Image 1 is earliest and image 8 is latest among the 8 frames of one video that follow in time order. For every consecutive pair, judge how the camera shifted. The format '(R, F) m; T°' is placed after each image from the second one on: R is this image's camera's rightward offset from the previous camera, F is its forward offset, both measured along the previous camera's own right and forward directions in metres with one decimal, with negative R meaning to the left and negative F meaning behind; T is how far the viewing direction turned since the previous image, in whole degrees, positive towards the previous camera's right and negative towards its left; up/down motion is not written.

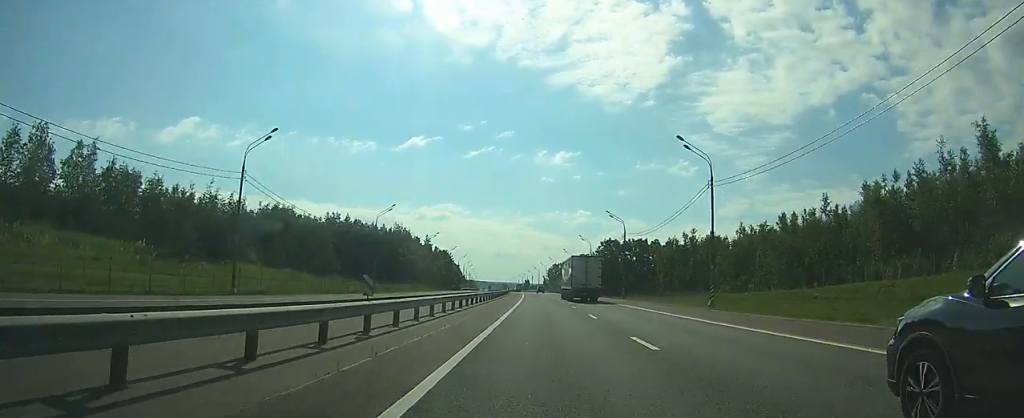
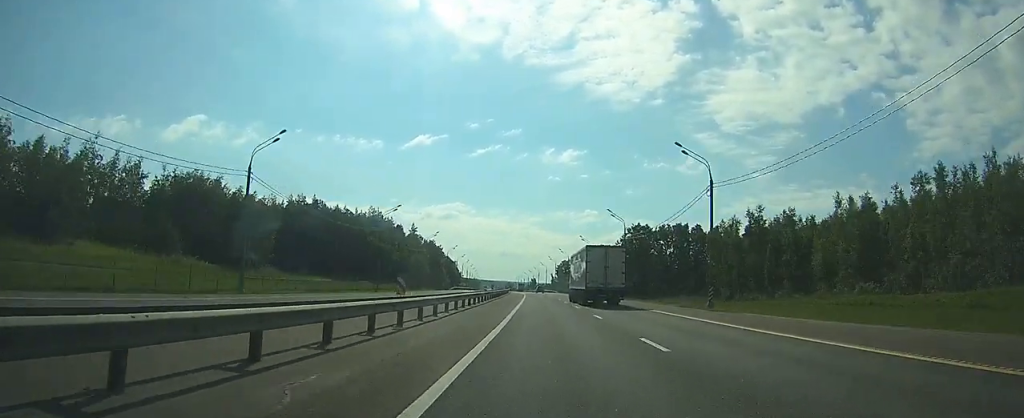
(-0.5, +36.1) m; -1°
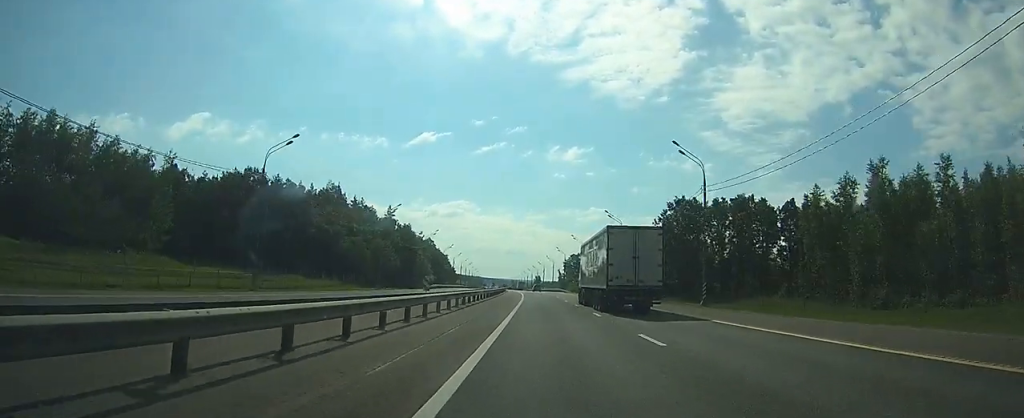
(-0.3, +34.9) m; -1°
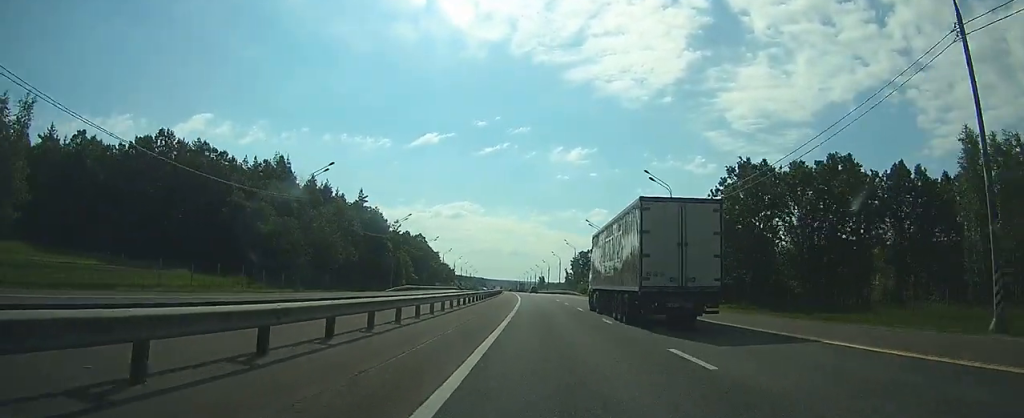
(-0.2, +27.4) m; 0°
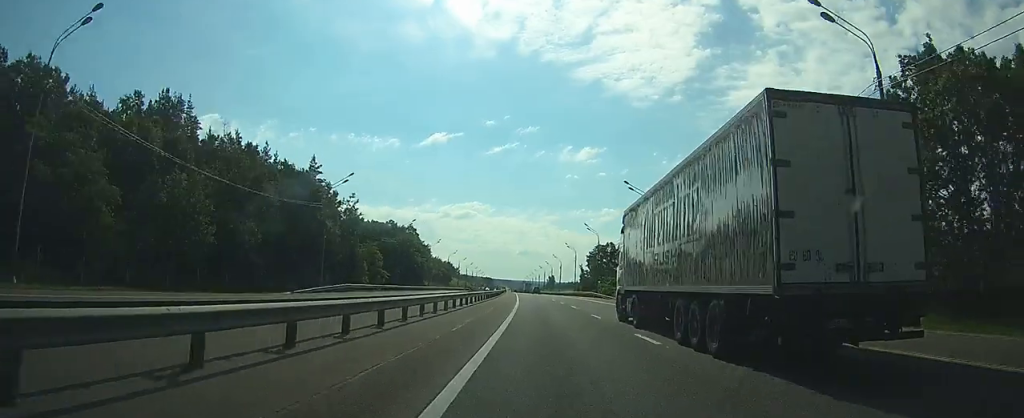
(-0.1, +31.5) m; -1°
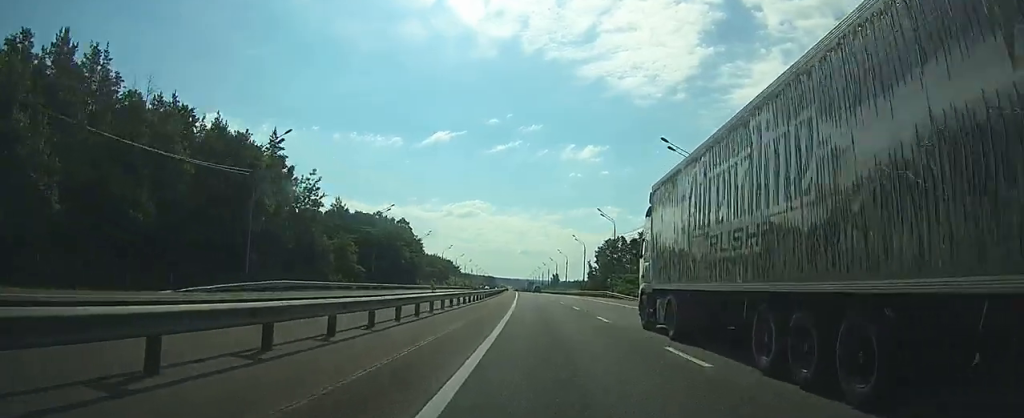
(0.0, +15.7) m; 0°
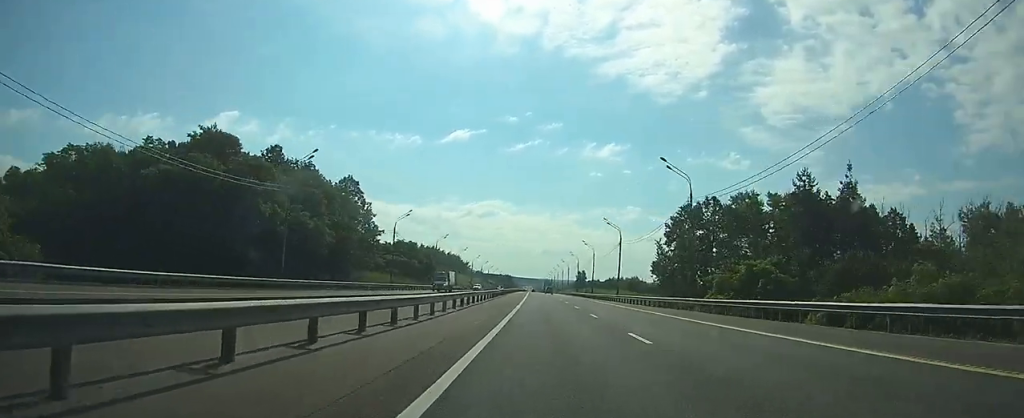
(-1.5, +67.0) m; -2°
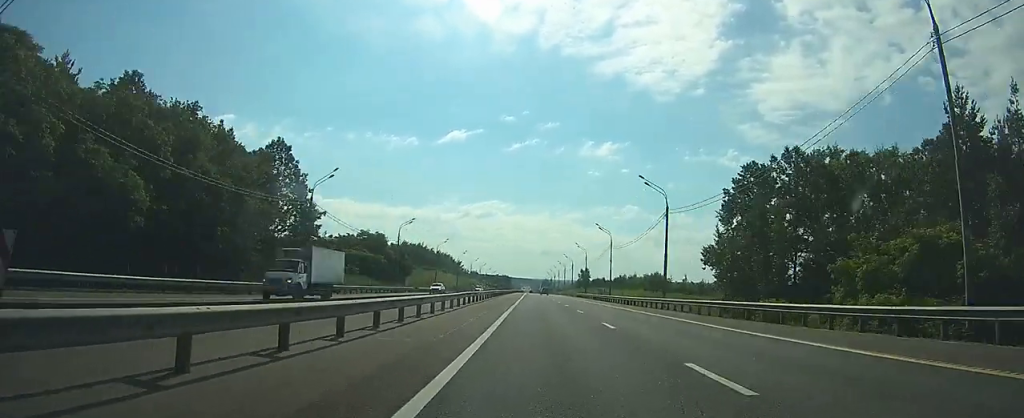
(-0.2, +30.4) m; -1°
